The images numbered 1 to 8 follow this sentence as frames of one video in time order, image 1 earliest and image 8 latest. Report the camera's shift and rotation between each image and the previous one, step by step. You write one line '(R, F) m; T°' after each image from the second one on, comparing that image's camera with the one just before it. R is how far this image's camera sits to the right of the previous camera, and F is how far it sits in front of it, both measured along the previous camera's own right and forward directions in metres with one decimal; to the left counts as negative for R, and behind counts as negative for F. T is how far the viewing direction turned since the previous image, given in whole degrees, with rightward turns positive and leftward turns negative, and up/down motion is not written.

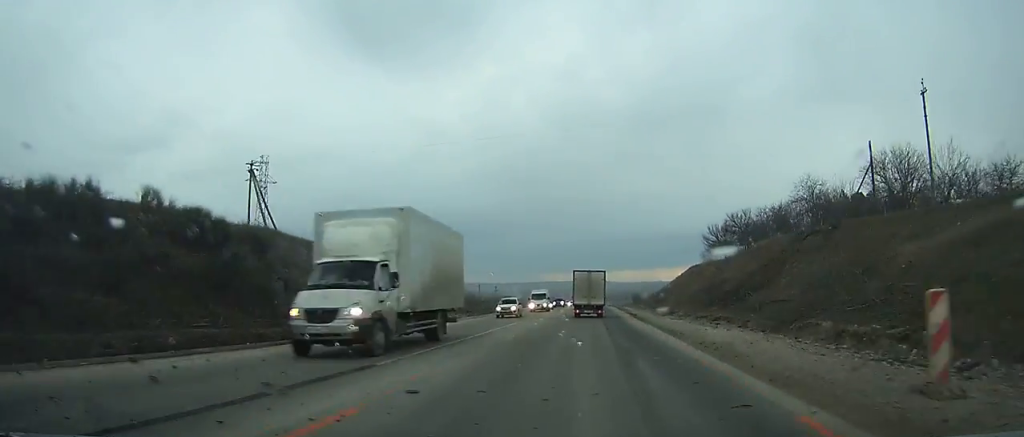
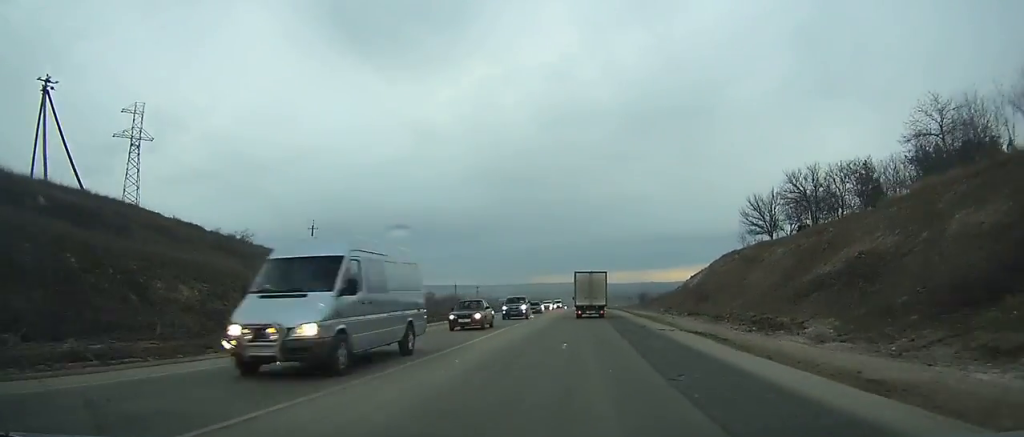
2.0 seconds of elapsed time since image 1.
(+0.2, +31.3) m; +1°
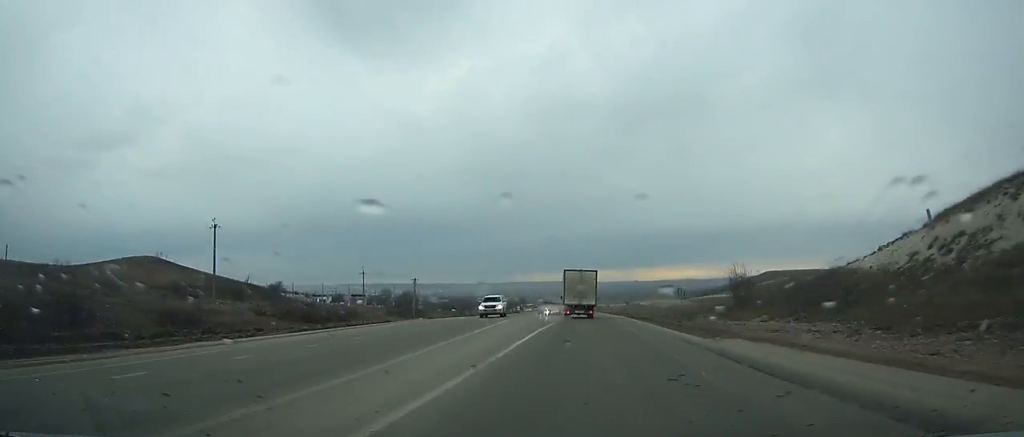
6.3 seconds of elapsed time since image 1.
(+1.4, +70.3) m; +1°
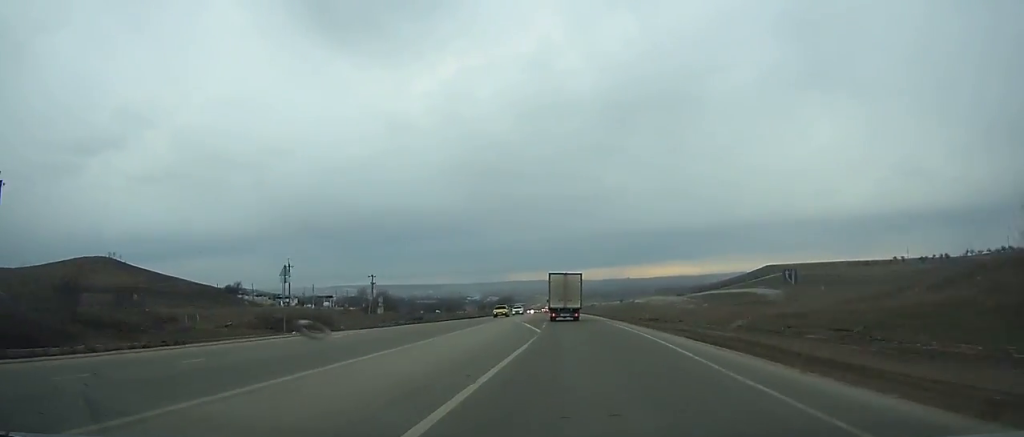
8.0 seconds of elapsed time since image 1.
(0.0, +28.5) m; 0°
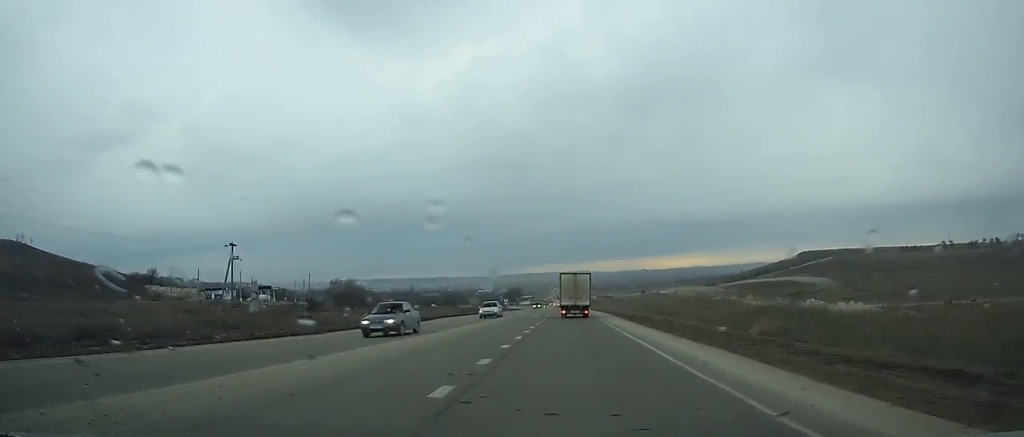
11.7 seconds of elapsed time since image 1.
(-0.8, +62.9) m; -1°
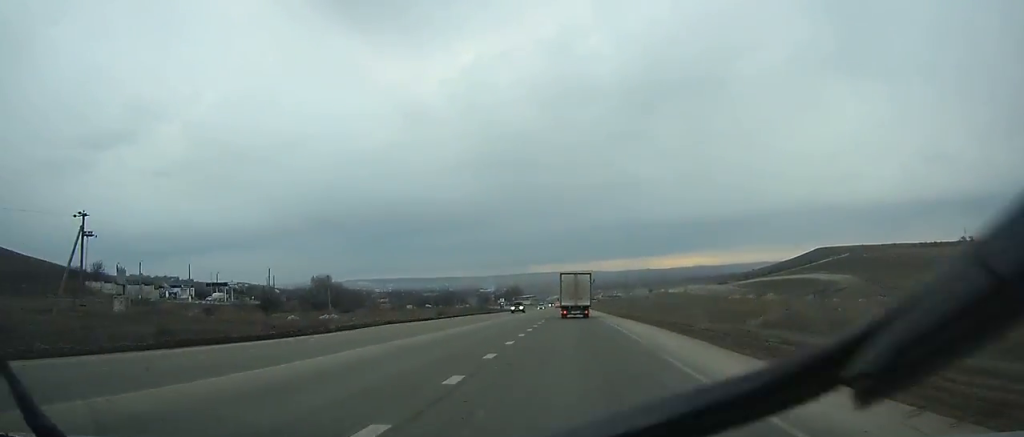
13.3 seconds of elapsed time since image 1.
(-0.2, +27.4) m; 0°
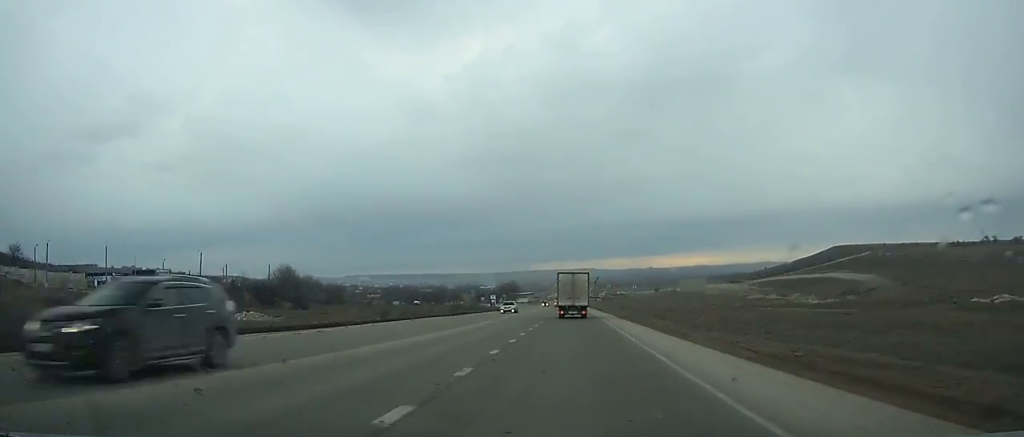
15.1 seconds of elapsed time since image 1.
(+0.1, +30.9) m; 0°
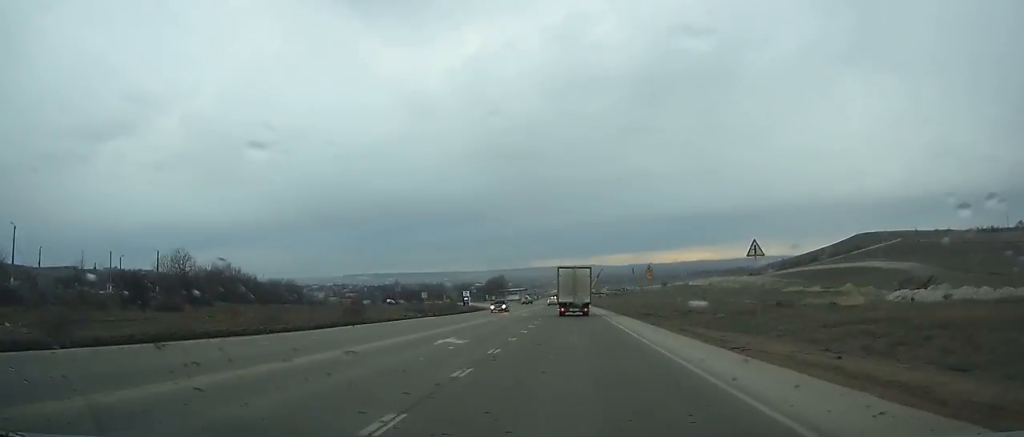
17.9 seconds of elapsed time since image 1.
(+0.1, +48.4) m; 0°
